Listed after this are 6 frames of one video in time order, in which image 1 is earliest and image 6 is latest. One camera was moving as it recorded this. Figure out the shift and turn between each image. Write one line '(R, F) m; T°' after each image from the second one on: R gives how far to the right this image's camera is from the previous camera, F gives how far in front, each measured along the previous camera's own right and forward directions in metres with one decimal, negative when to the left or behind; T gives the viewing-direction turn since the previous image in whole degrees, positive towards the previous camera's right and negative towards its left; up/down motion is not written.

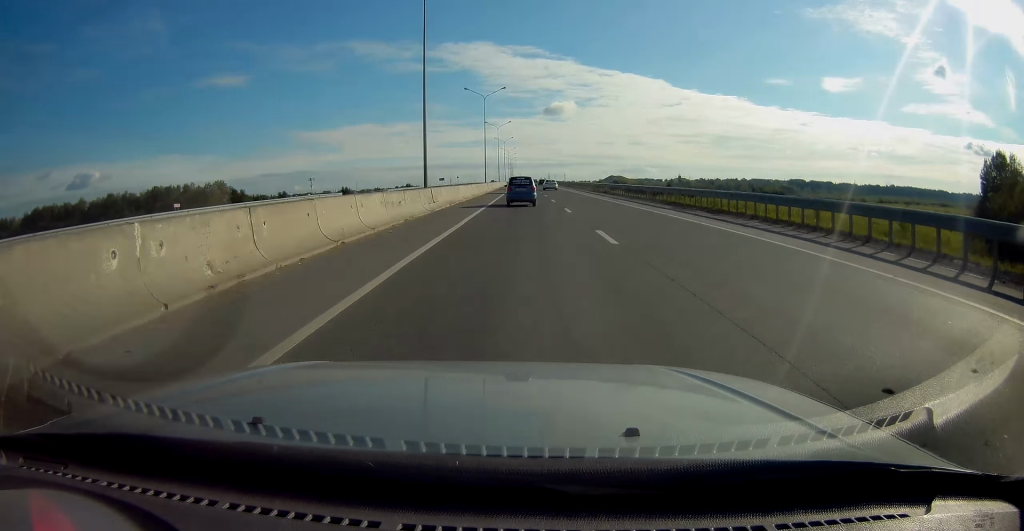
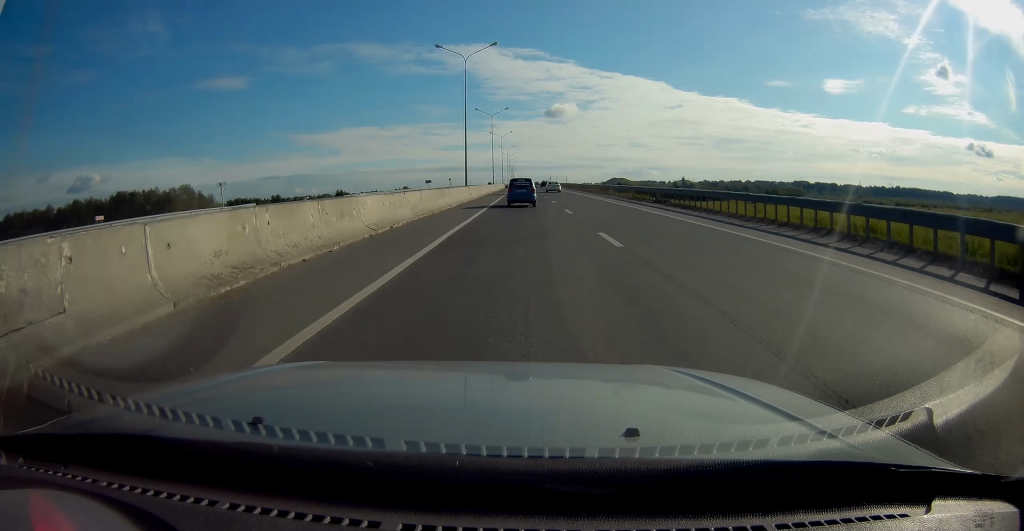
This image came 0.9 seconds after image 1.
(0.0, +23.8) m; 0°
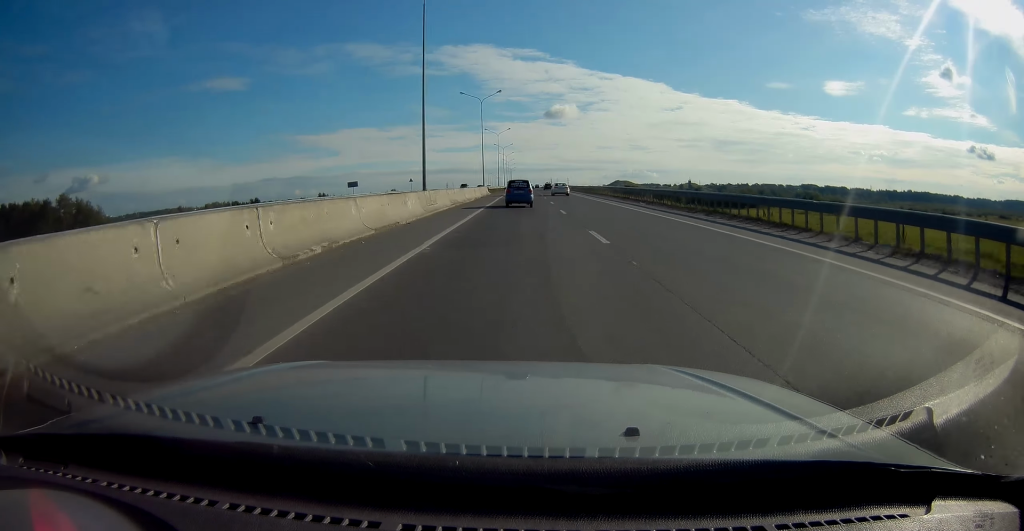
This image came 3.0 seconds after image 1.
(-0.2, +59.6) m; 0°
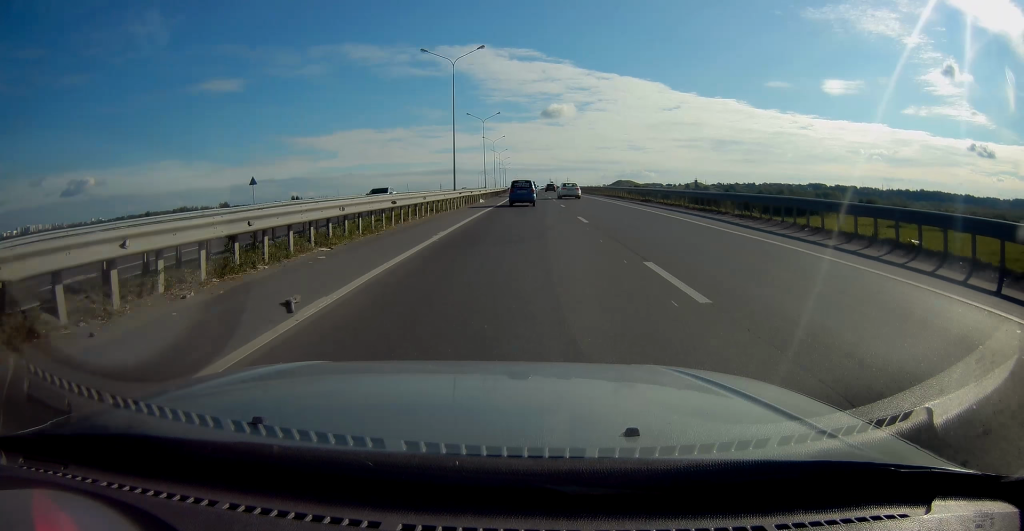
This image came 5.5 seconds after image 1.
(+0.5, +68.6) m; +1°
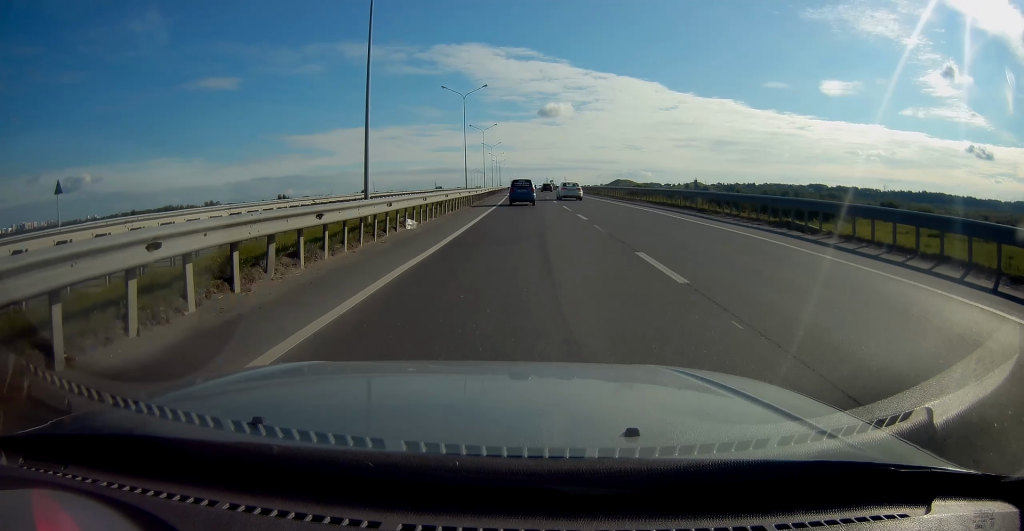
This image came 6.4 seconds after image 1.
(+0.1, +23.9) m; 0°
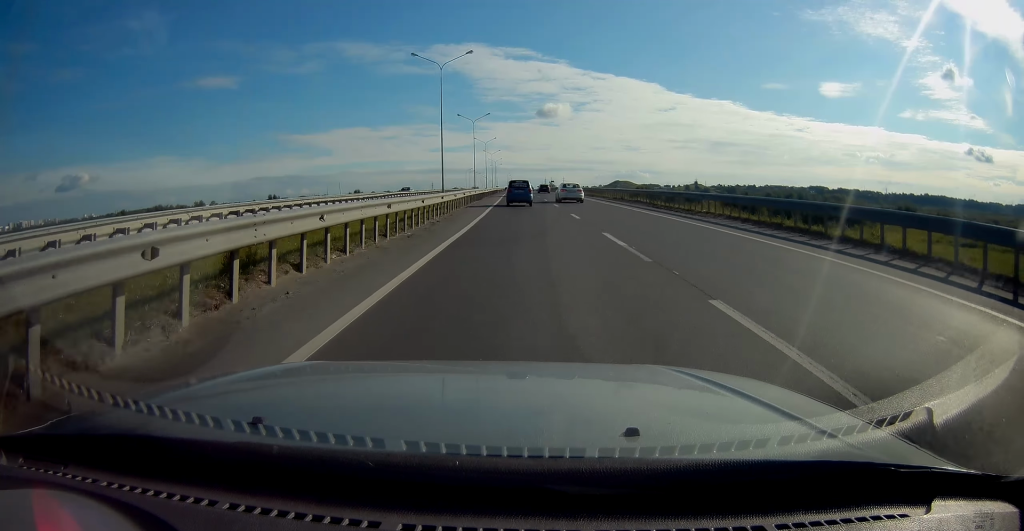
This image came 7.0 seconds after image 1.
(+0.1, +16.6) m; 0°
